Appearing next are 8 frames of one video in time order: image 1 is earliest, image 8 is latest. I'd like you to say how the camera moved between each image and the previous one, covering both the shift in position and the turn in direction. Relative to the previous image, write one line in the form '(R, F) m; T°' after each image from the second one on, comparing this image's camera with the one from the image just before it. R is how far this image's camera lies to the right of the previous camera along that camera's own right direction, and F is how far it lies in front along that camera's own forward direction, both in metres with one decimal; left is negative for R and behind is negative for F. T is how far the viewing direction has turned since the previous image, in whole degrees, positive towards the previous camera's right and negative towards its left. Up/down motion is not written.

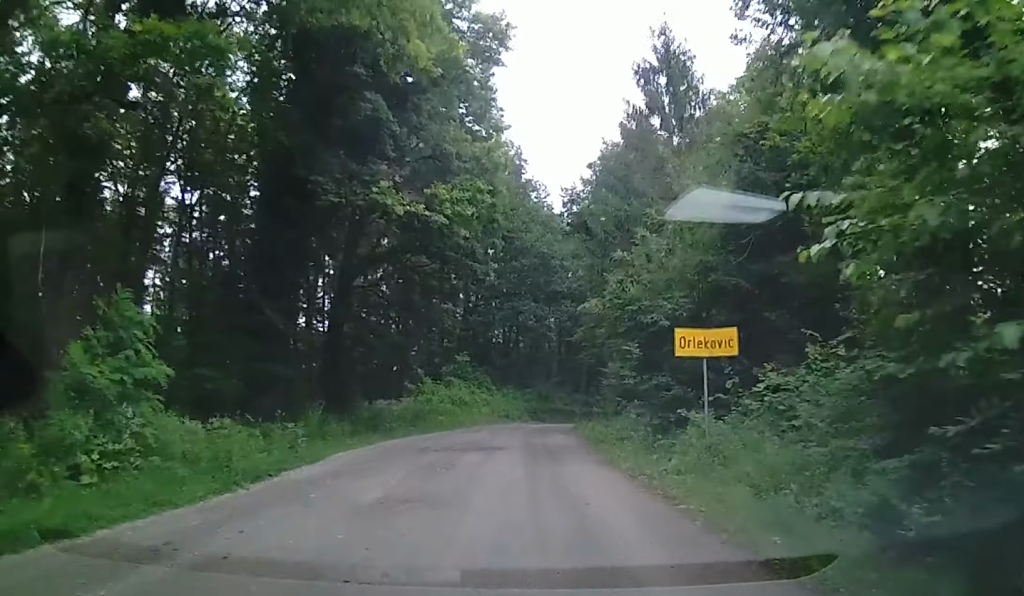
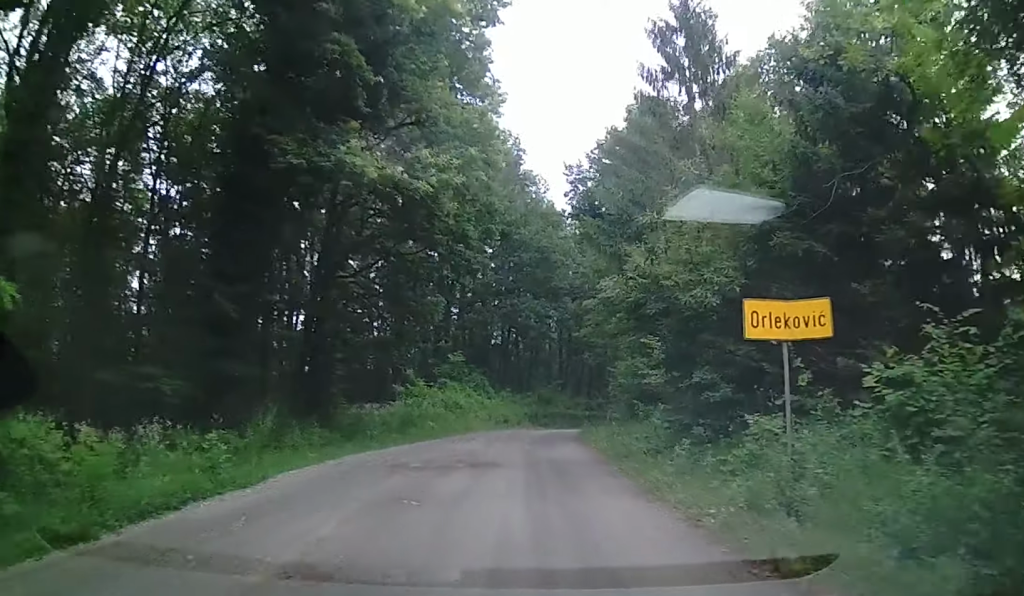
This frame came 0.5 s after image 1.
(0.0, +4.1) m; 0°
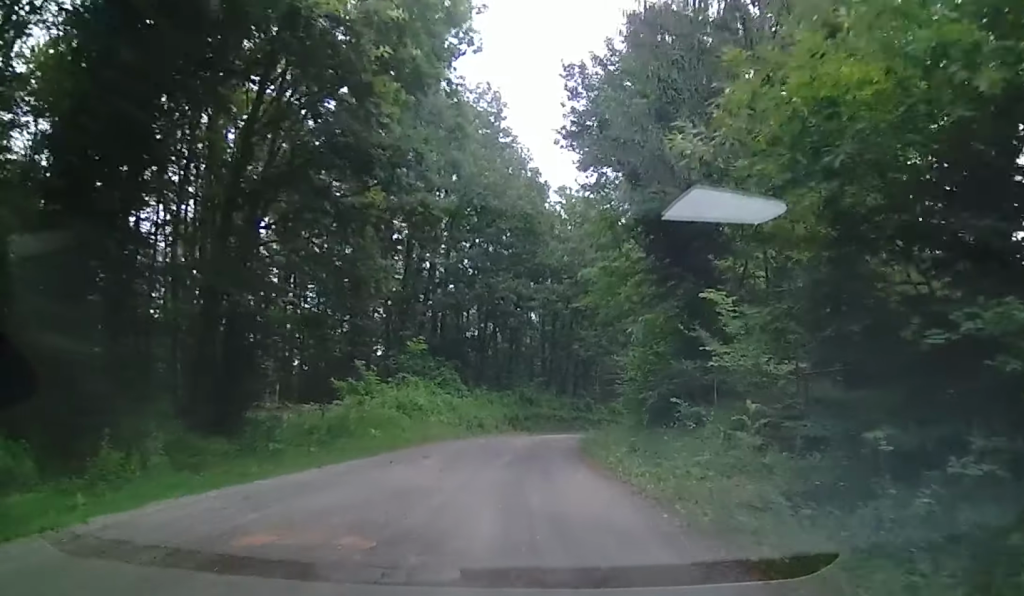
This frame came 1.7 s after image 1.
(+0.1, +9.0) m; +1°
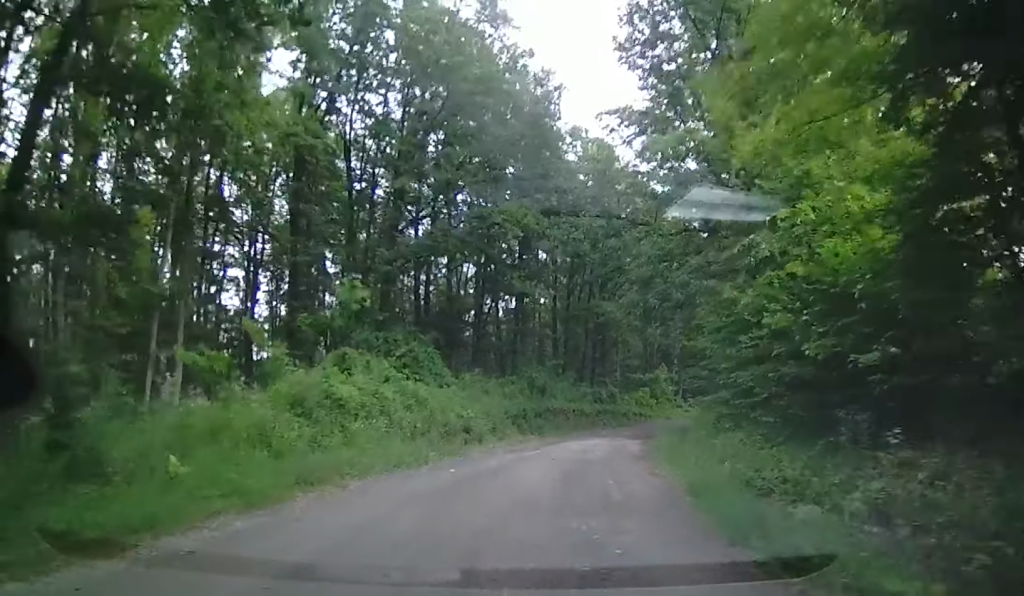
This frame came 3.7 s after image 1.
(-0.3, +13.3) m; -2°
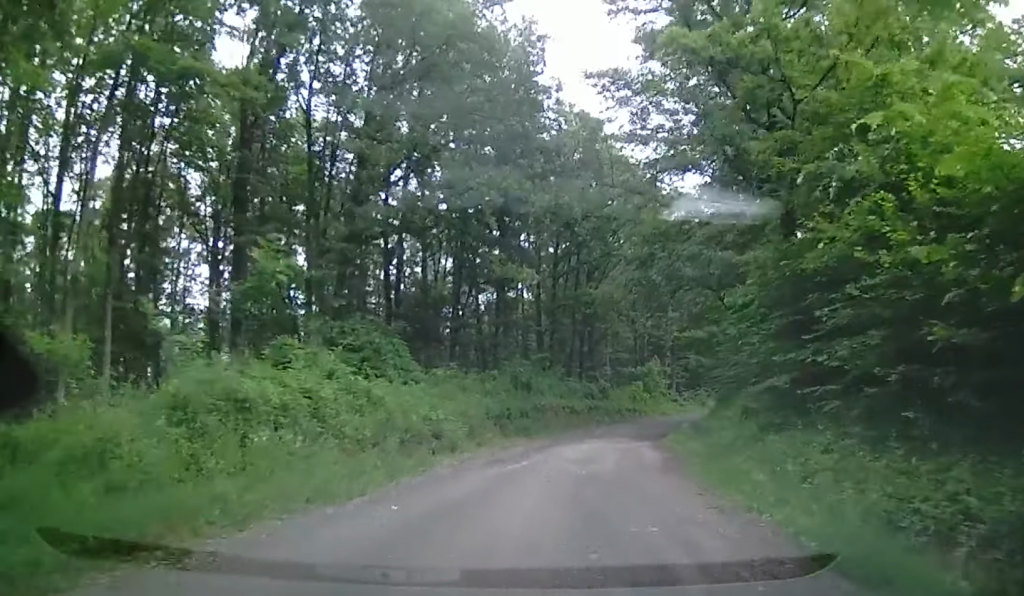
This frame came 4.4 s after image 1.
(-0.1, +4.5) m; +2°
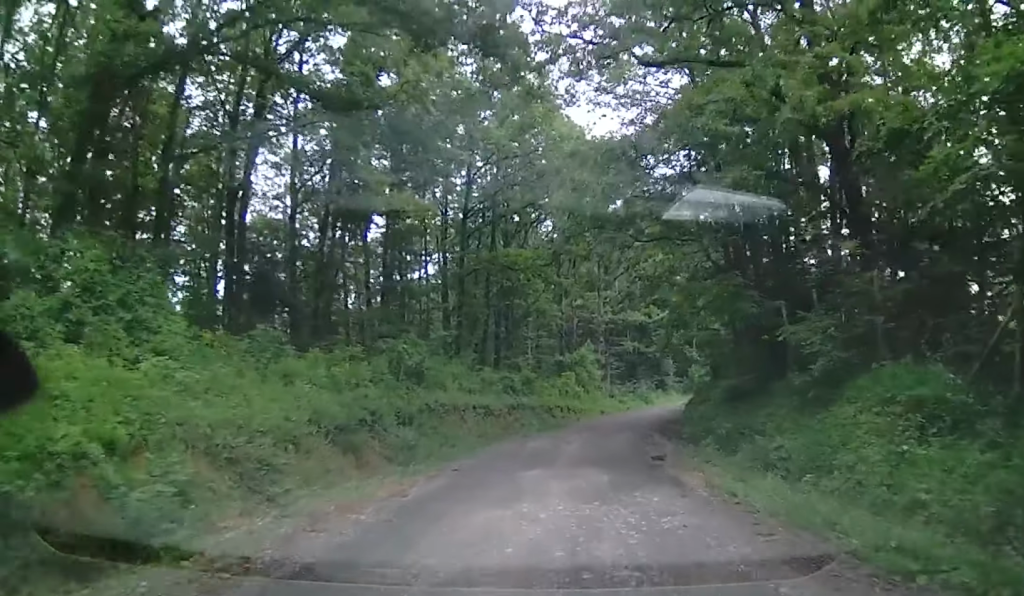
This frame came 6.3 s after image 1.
(+1.5, +12.7) m; +6°
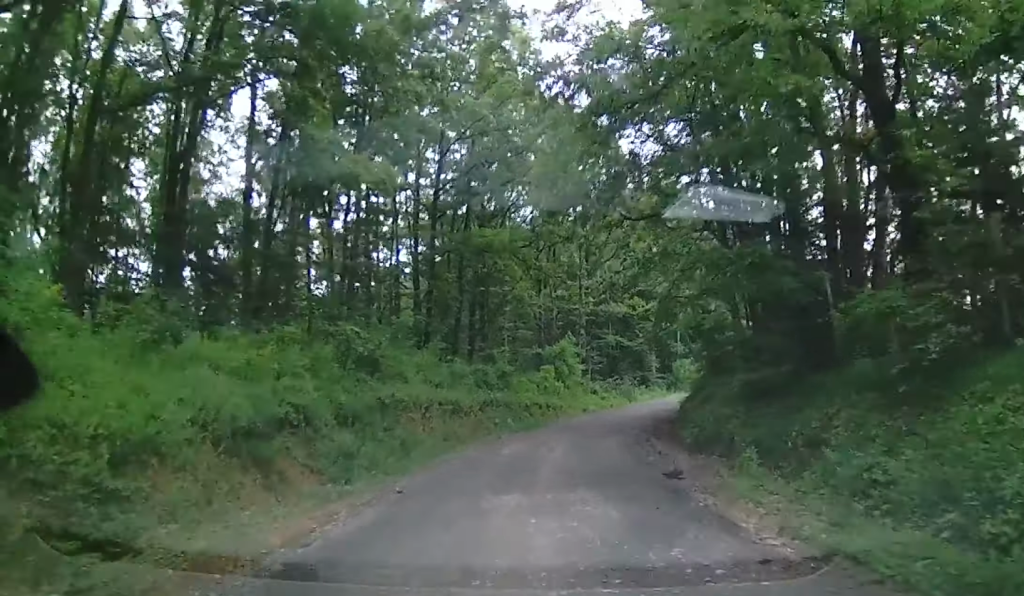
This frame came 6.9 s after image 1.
(-0.3, +3.4) m; 0°
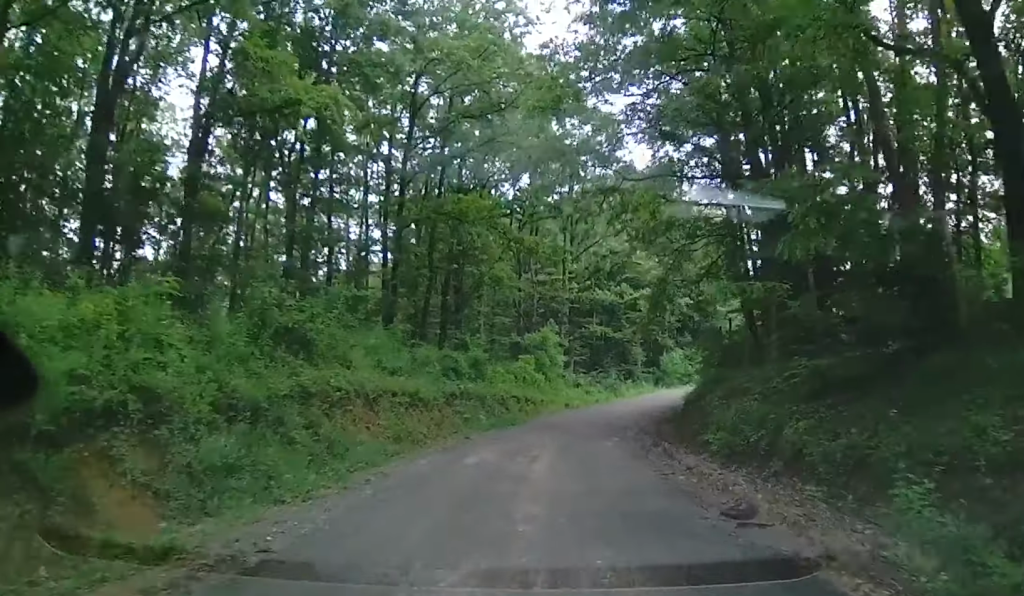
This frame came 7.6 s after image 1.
(+0.1, +4.2) m; +4°
